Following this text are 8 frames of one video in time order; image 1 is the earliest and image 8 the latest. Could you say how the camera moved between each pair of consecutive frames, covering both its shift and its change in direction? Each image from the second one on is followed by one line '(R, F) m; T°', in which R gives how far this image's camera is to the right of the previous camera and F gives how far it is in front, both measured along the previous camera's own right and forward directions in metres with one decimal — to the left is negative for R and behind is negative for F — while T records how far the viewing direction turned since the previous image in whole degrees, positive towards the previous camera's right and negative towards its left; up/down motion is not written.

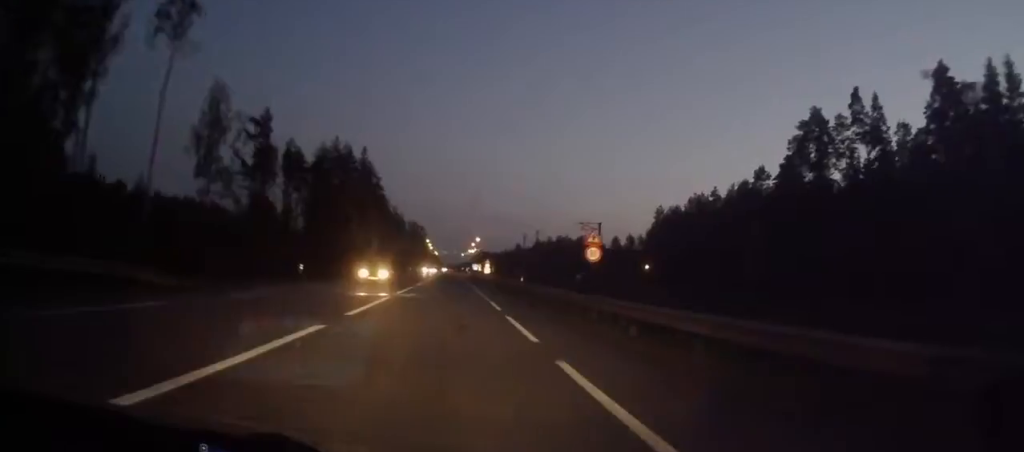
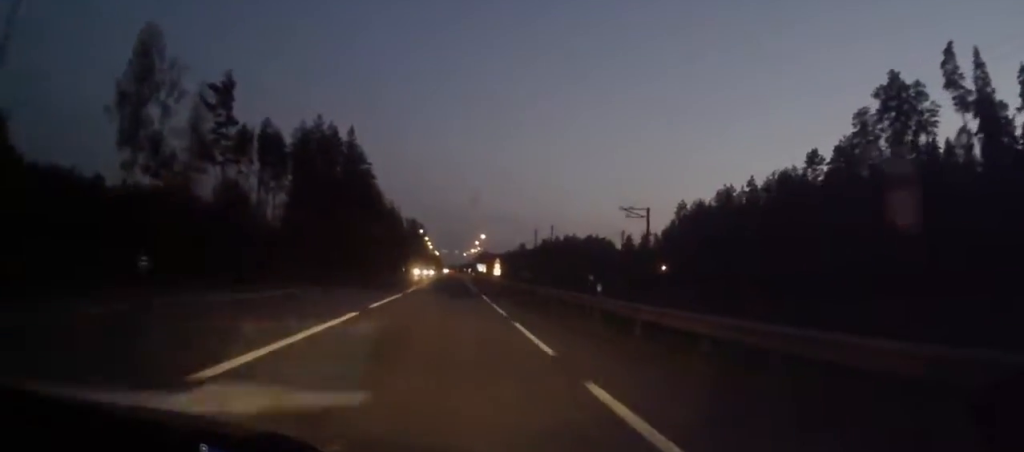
(0.0, +20.0) m; 0°
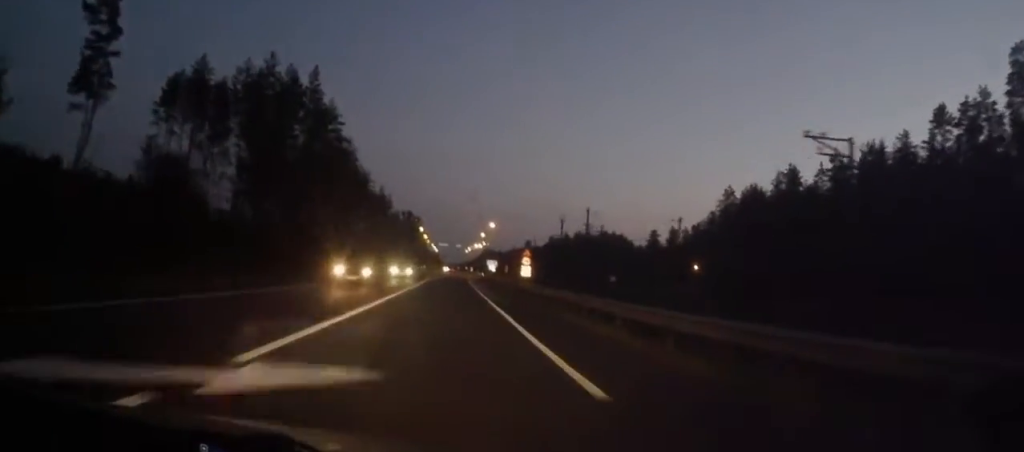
(-0.2, +34.3) m; 0°
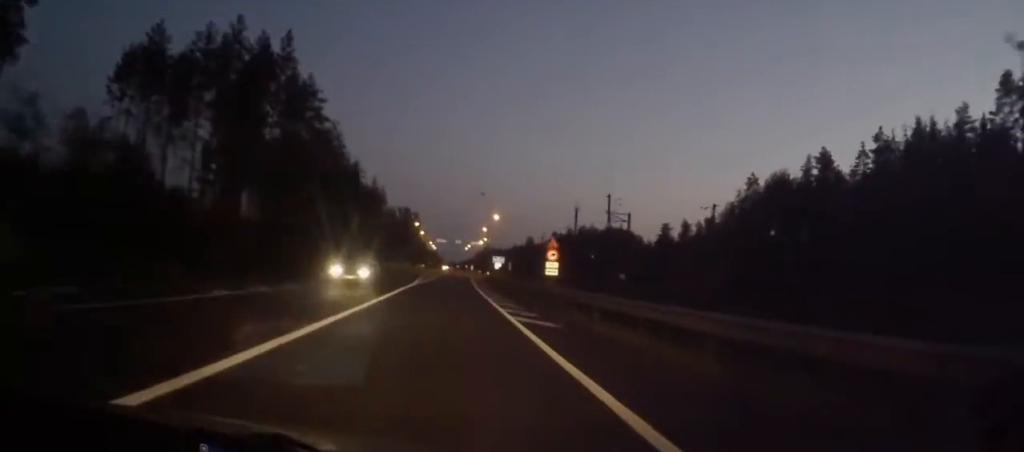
(0.0, +14.3) m; 0°
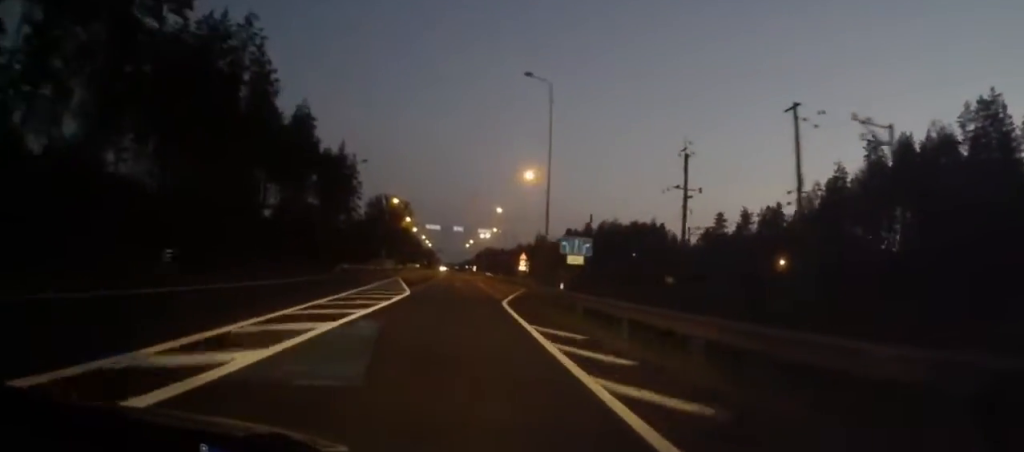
(0.0, +49.0) m; 0°
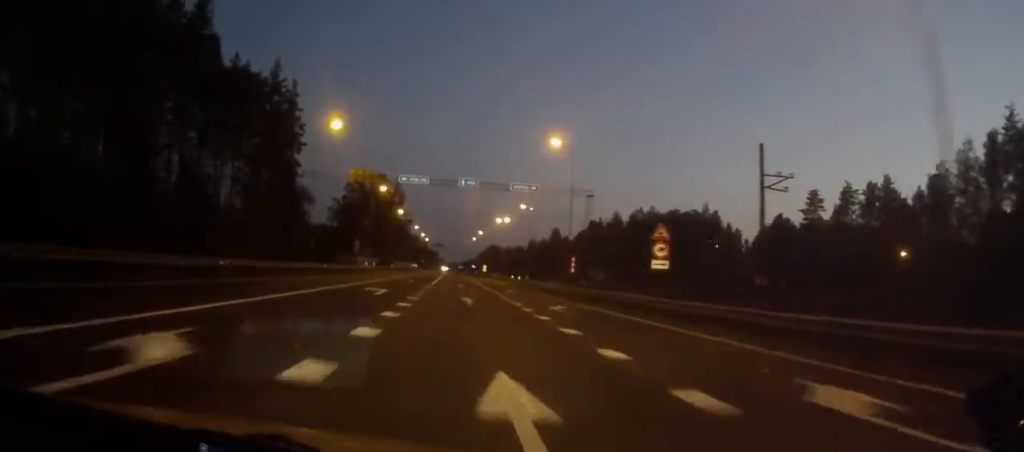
(+0.2, +49.1) m; 0°
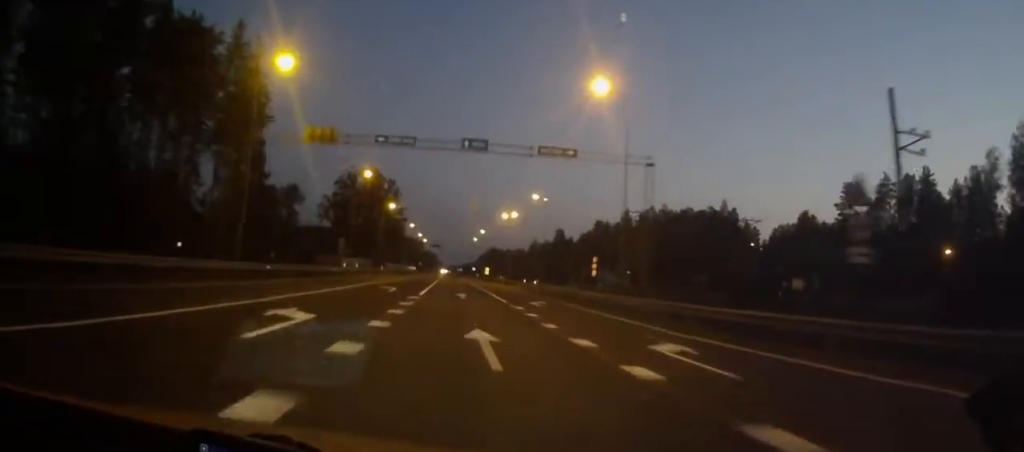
(0.0, +13.9) m; 0°
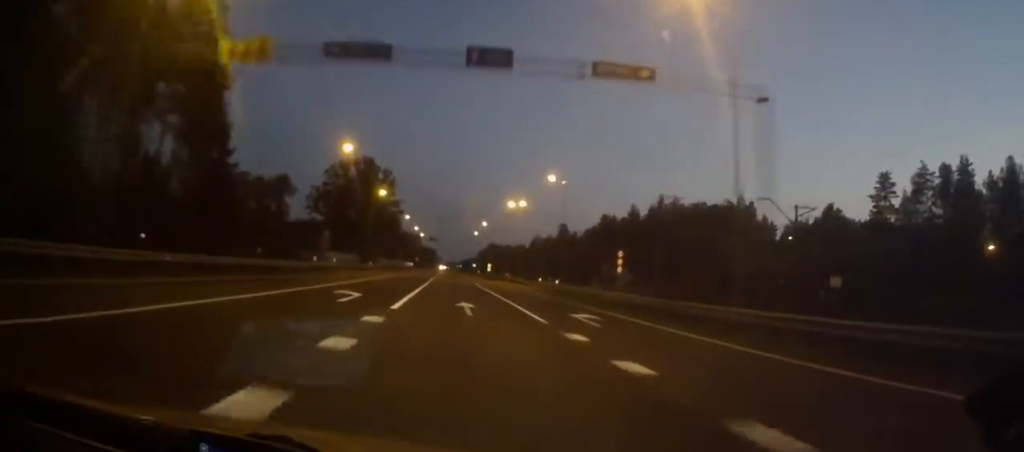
(-0.1, +12.0) m; 0°
